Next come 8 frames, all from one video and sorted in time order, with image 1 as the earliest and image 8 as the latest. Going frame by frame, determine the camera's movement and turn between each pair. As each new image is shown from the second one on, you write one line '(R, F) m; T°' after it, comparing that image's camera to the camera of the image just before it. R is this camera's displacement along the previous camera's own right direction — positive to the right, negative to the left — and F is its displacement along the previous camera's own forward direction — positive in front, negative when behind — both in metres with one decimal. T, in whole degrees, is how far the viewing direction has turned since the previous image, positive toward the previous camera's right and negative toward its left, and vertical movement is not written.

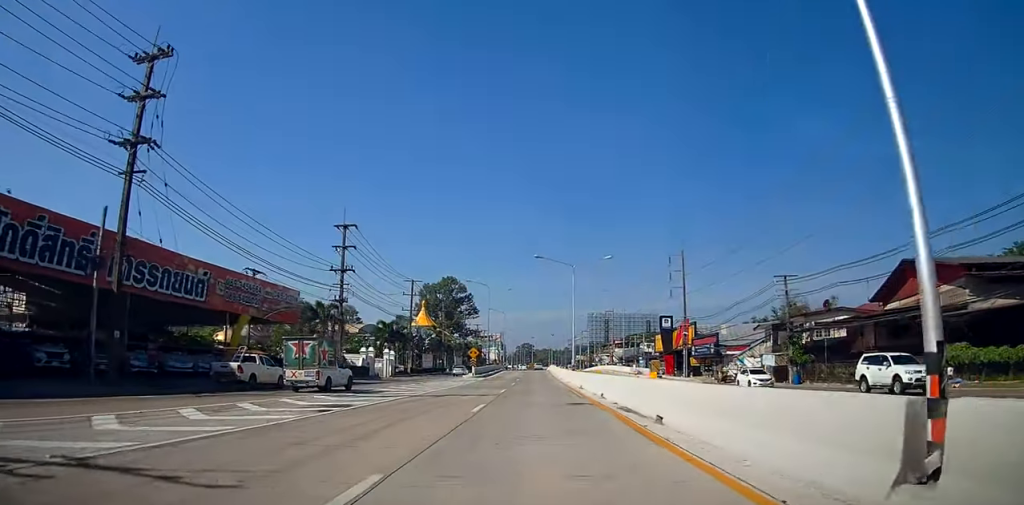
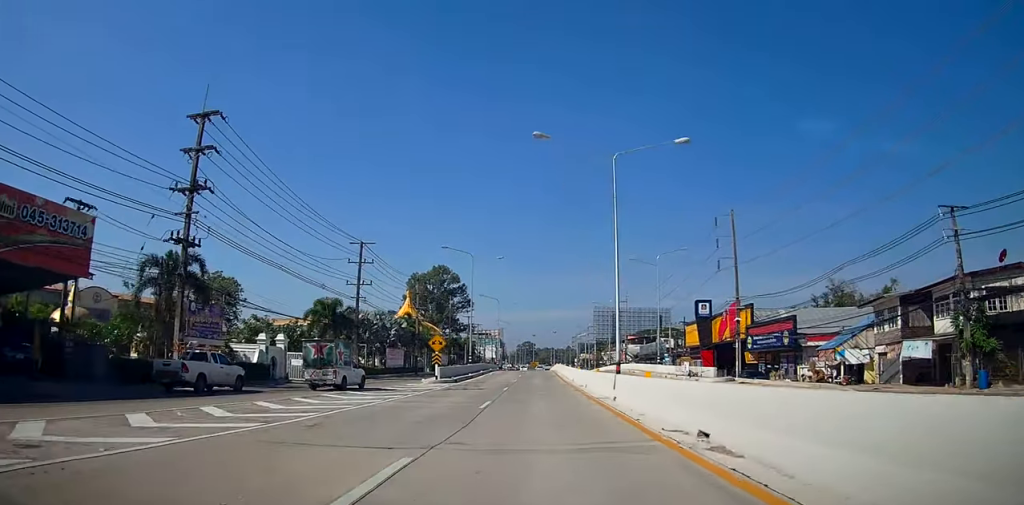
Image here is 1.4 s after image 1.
(0.0, +23.1) m; 0°
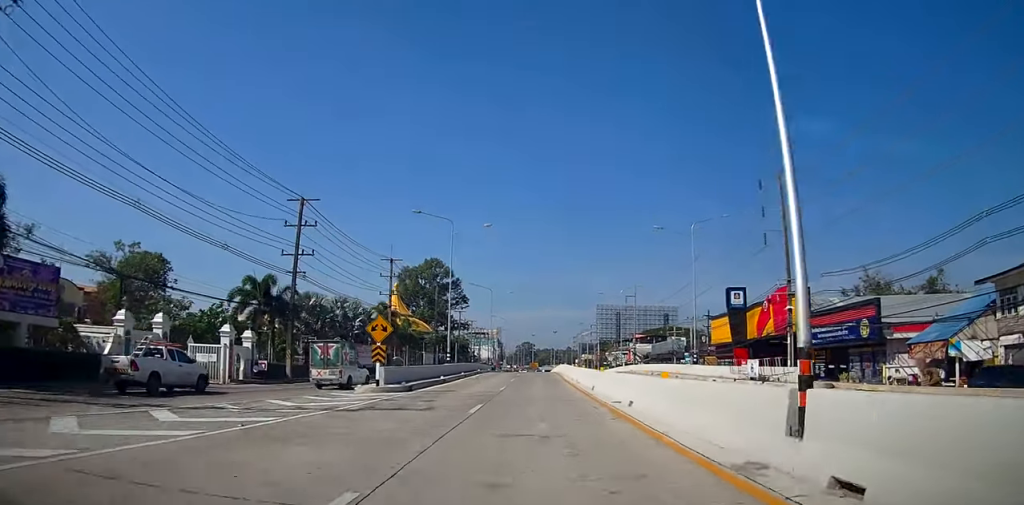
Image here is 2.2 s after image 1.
(+0.1, +14.1) m; 0°
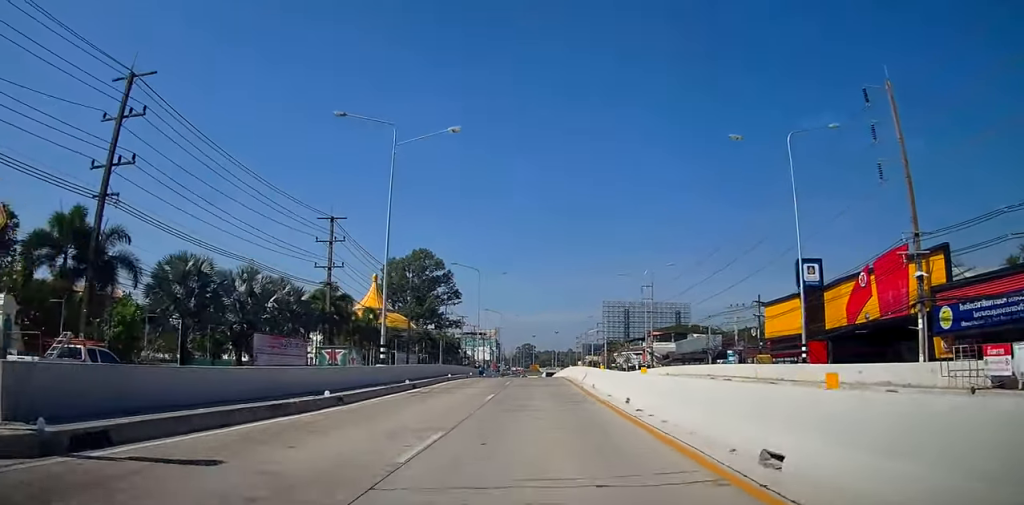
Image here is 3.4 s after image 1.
(-0.2, +19.5) m; 0°
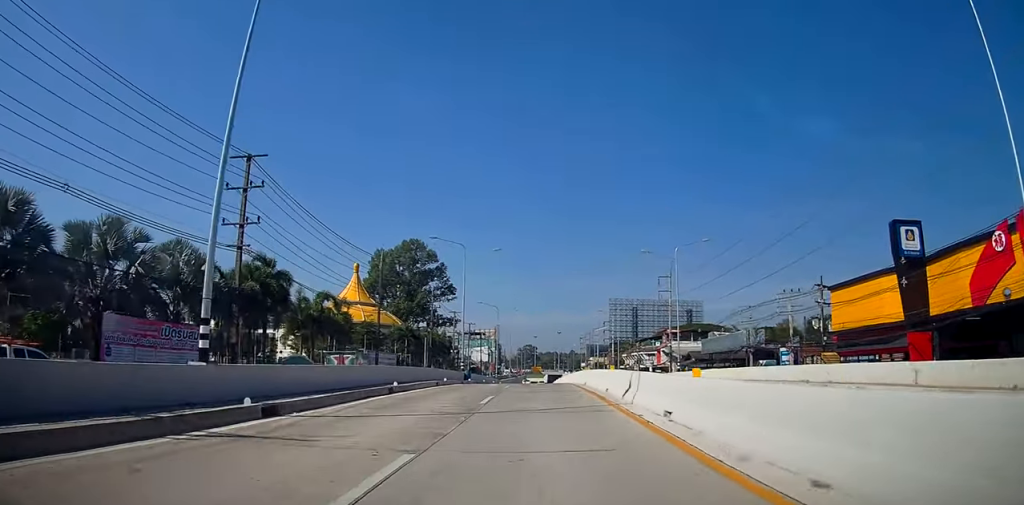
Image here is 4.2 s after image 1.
(+0.2, +15.3) m; +1°
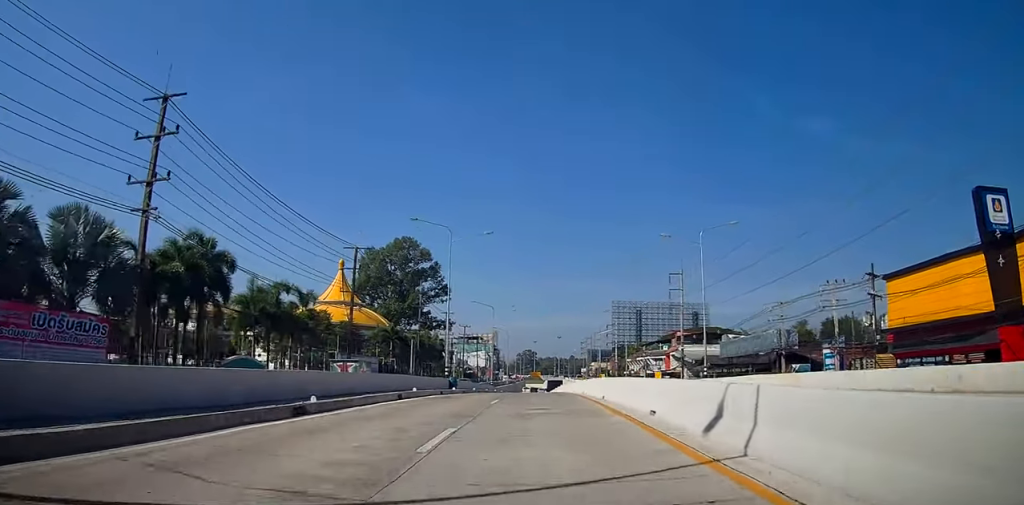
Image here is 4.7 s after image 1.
(+0.1, +9.2) m; 0°
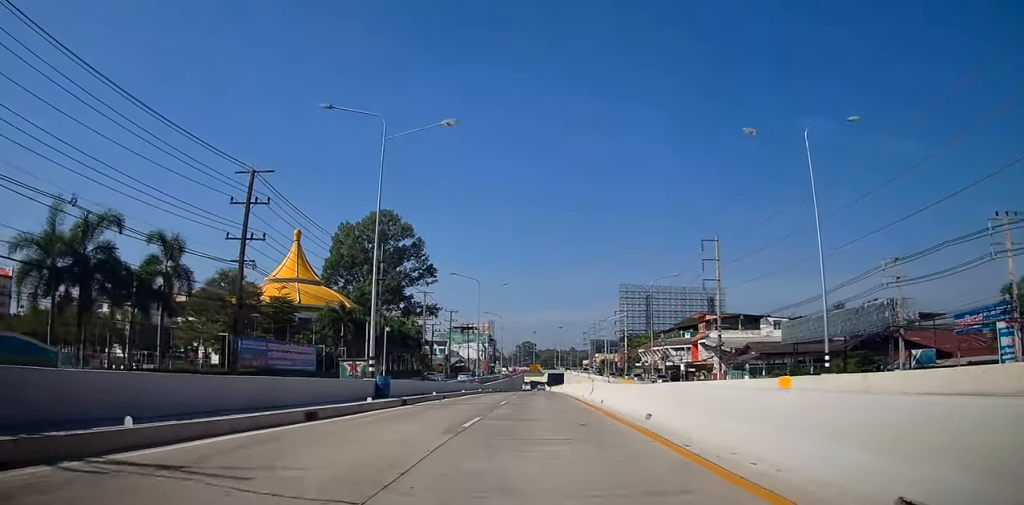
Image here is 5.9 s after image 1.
(-0.1, +21.3) m; 0°
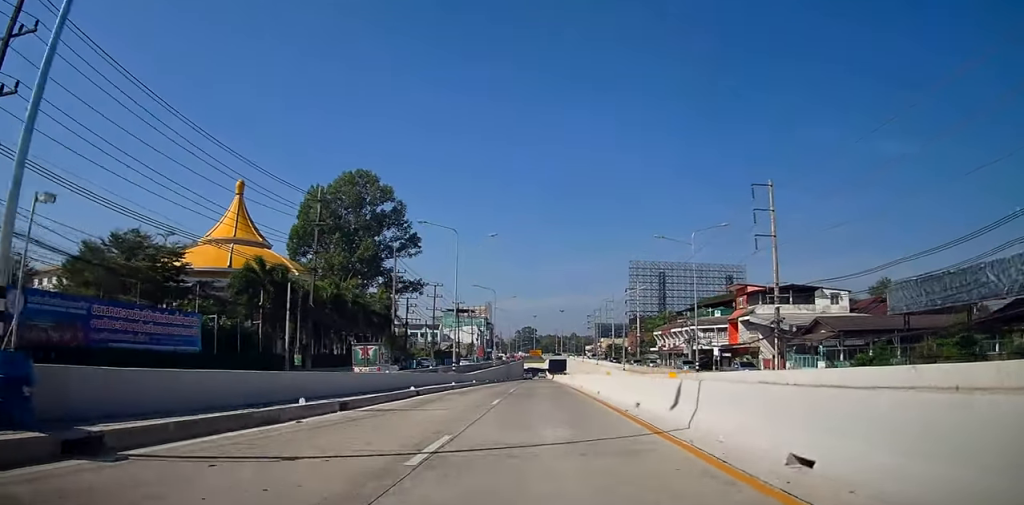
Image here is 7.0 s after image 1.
(0.0, +19.8) m; 0°
